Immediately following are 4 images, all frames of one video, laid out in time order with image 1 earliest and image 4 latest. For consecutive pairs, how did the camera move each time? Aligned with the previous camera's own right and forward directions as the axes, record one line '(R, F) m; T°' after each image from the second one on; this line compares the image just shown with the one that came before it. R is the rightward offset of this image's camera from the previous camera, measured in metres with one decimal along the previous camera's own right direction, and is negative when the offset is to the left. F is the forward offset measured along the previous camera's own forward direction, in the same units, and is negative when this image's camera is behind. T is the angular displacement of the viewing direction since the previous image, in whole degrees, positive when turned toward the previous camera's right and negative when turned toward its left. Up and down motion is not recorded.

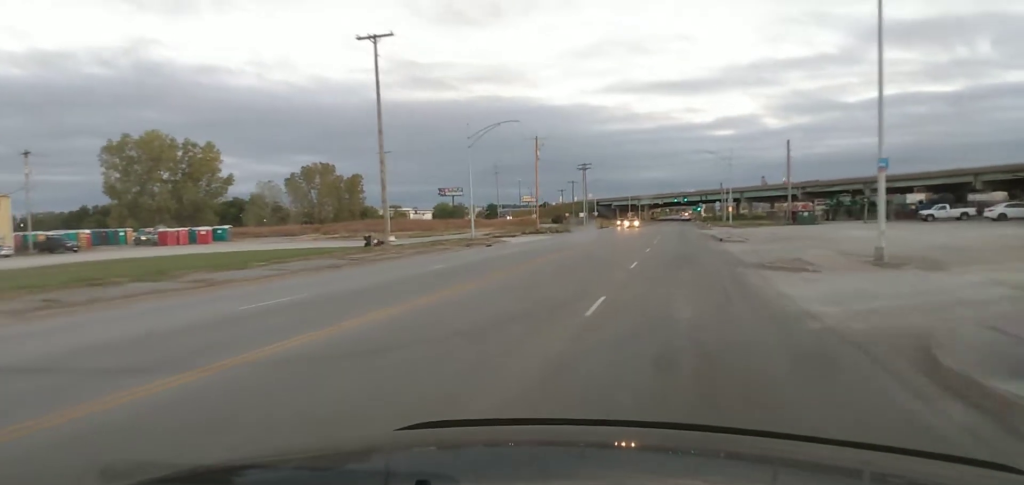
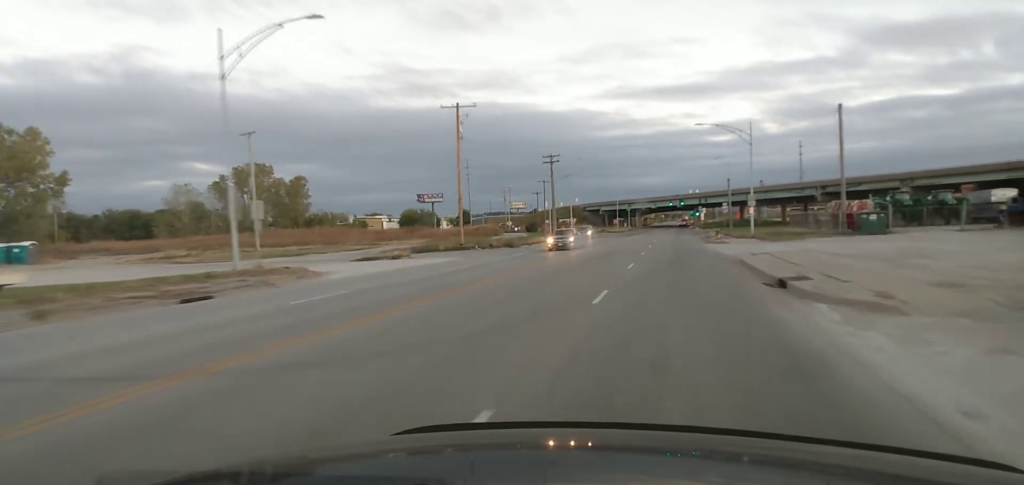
(+0.7, +34.1) m; +1°
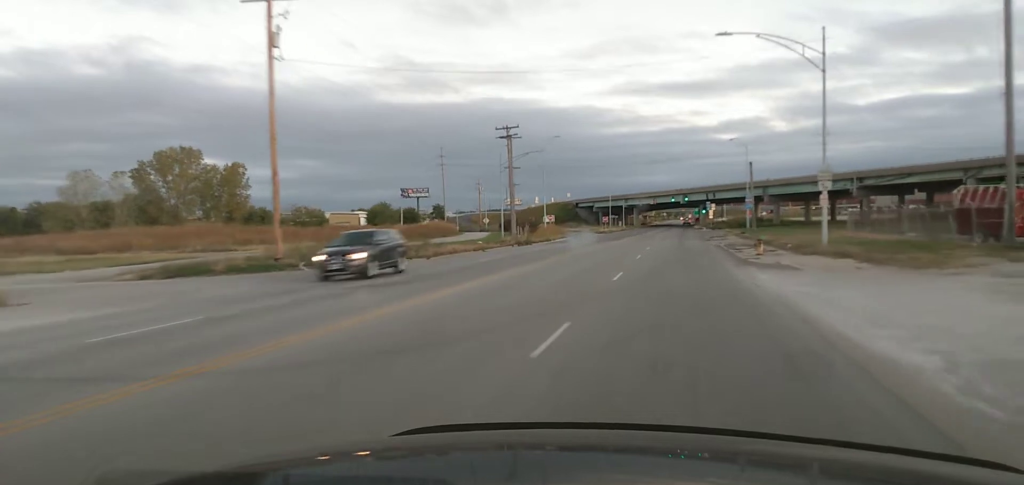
(+0.5, +31.3) m; 0°
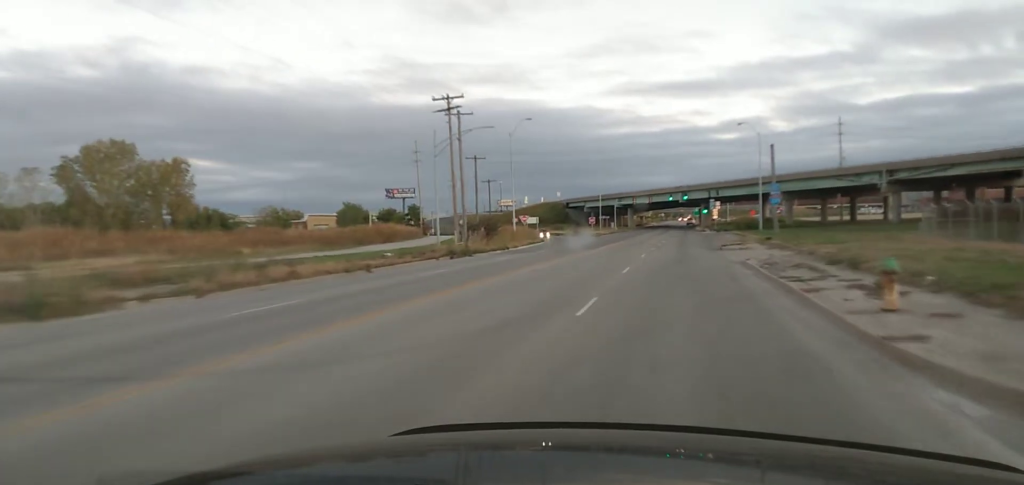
(-1.0, +20.6) m; -3°
